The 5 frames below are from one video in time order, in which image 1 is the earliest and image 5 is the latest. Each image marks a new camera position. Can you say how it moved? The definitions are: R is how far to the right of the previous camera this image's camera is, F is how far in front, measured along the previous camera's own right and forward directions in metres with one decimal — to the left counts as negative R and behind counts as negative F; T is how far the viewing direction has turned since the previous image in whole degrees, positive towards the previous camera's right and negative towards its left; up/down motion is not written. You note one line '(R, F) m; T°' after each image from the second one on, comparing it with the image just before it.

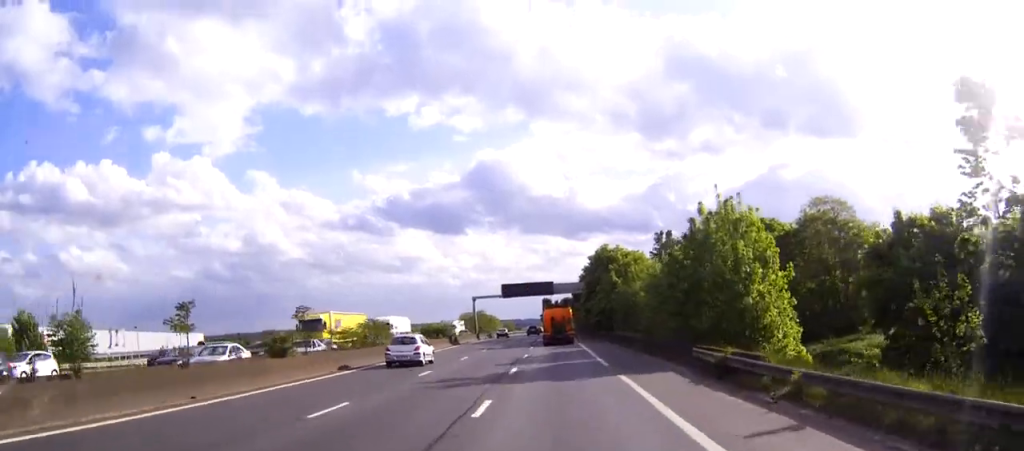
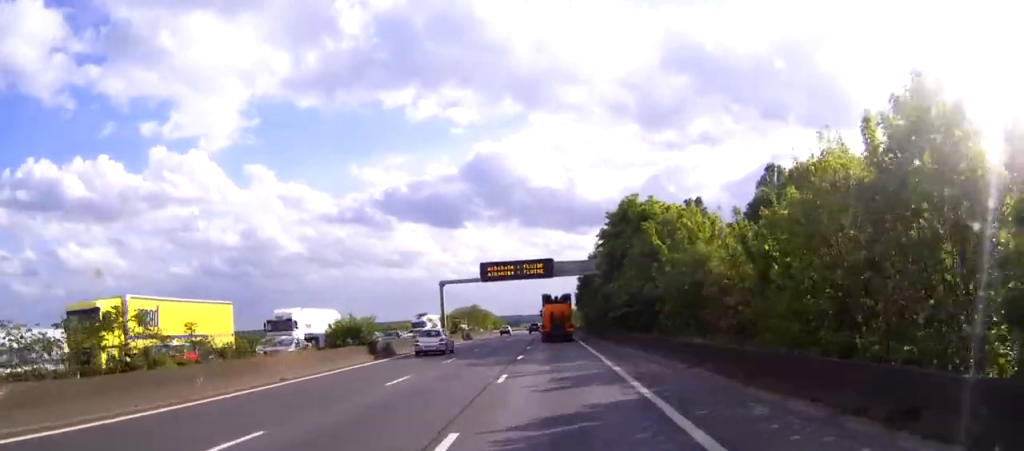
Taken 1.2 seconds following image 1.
(0.0, +30.3) m; 0°
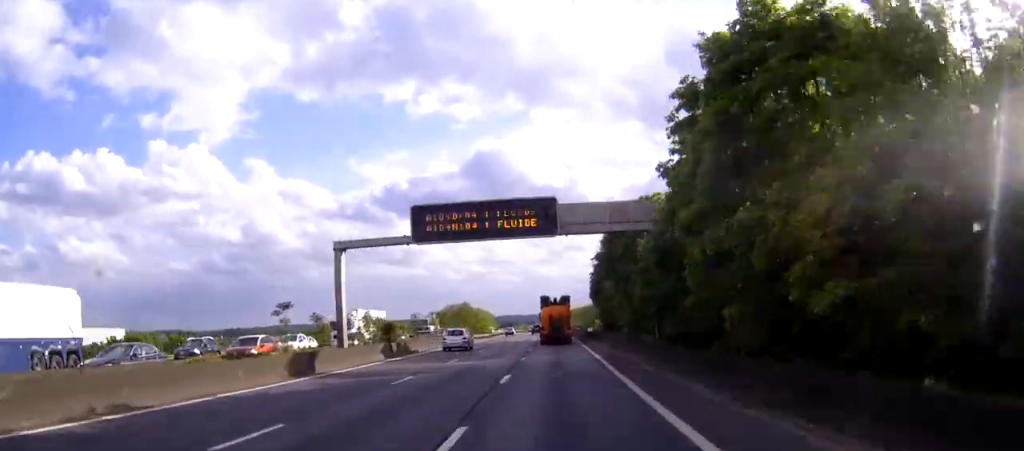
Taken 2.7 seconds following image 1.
(0.0, +36.6) m; 0°
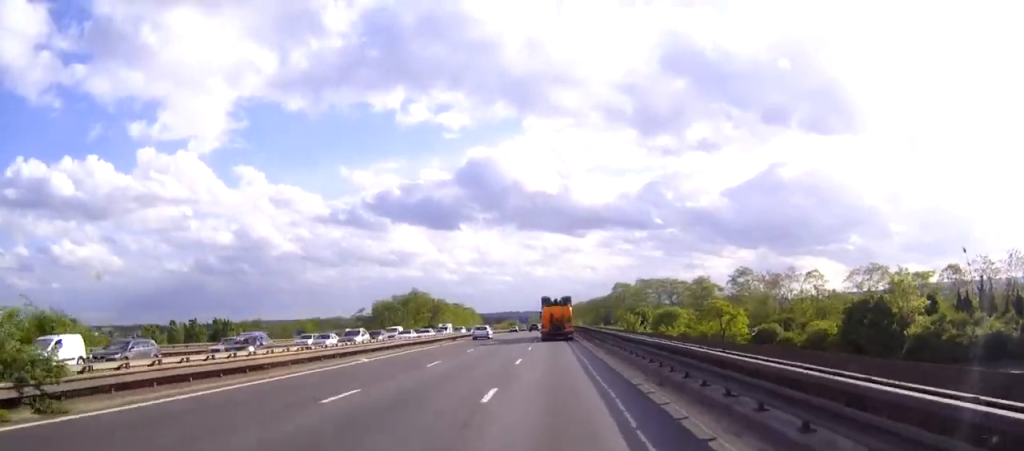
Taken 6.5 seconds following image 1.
(-0.2, +95.4) m; 0°
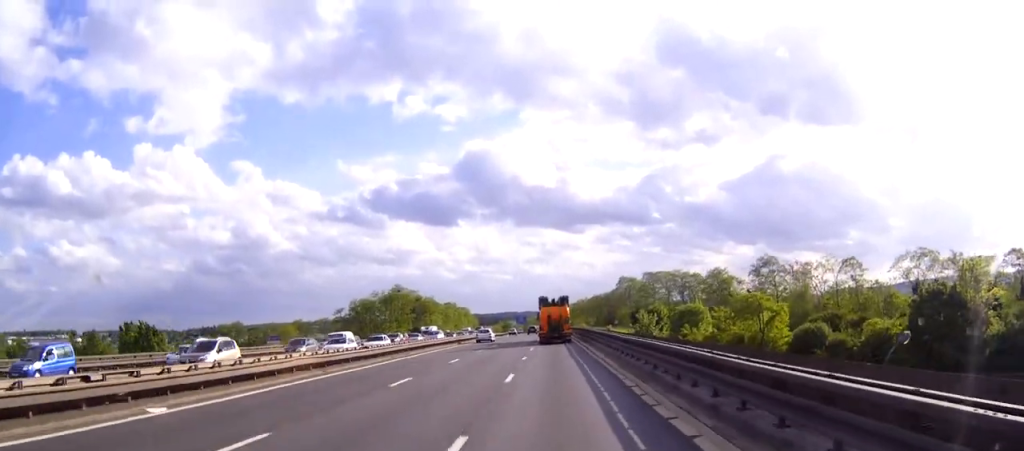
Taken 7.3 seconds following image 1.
(0.0, +19.1) m; 0°
